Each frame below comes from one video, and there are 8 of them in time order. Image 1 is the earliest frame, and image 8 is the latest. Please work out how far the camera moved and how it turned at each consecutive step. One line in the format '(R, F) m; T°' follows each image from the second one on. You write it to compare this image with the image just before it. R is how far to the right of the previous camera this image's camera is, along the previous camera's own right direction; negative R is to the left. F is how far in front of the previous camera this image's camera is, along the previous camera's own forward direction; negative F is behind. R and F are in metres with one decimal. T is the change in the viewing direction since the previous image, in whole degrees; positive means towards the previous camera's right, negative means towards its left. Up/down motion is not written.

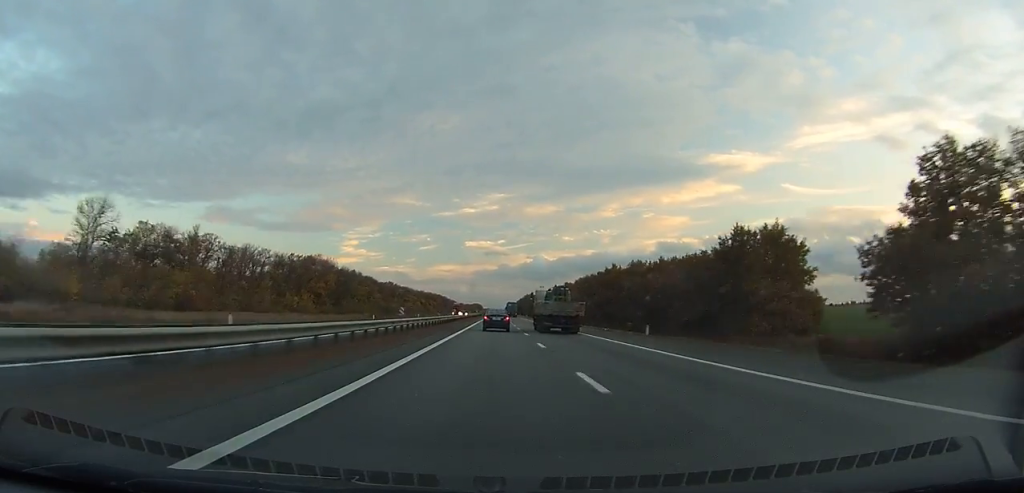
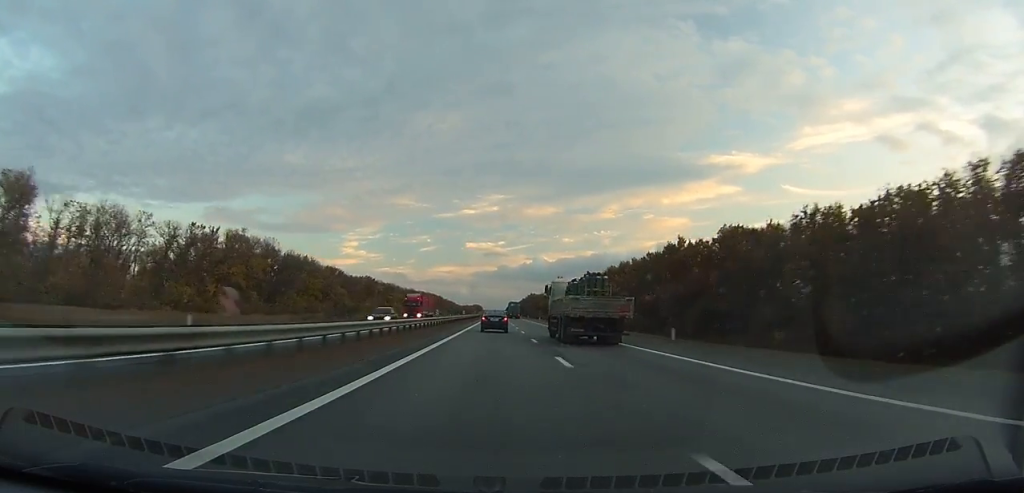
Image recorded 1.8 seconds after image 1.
(0.0, +54.7) m; 0°
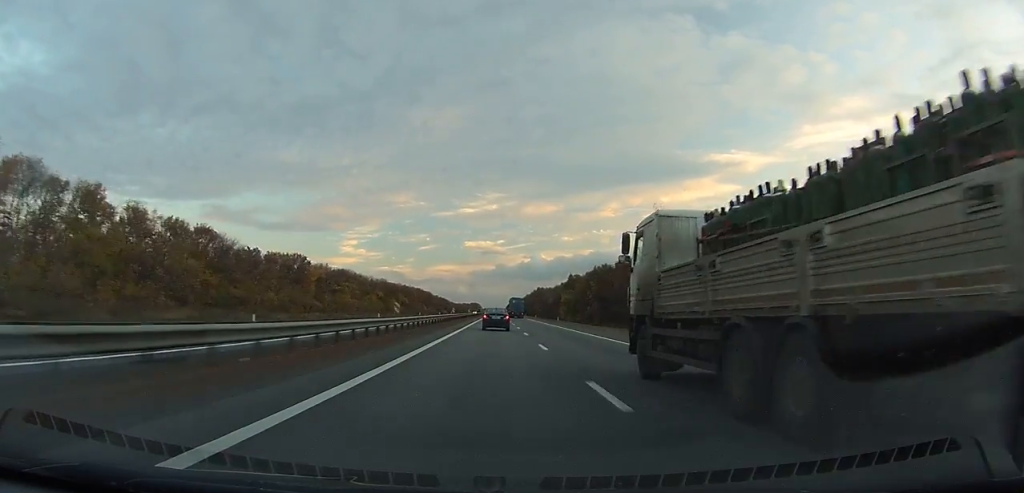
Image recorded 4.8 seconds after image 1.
(-0.4, +92.3) m; 0°
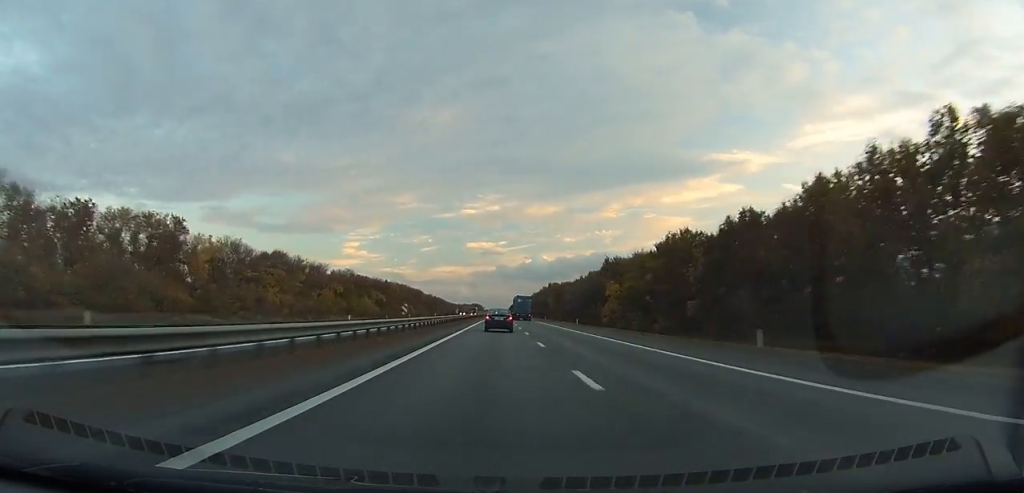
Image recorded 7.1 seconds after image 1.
(-0.2, +72.4) m; 0°
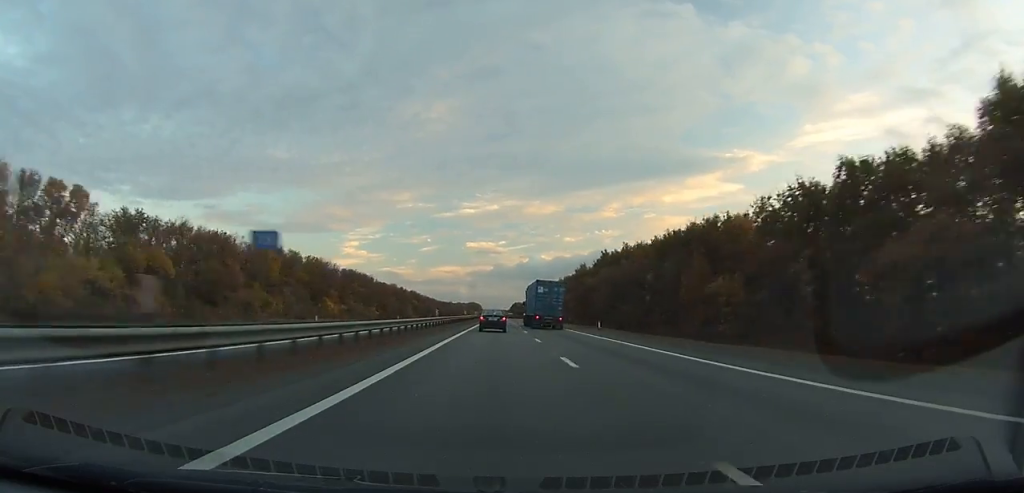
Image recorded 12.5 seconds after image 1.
(+0.2, +171.9) m; 0°
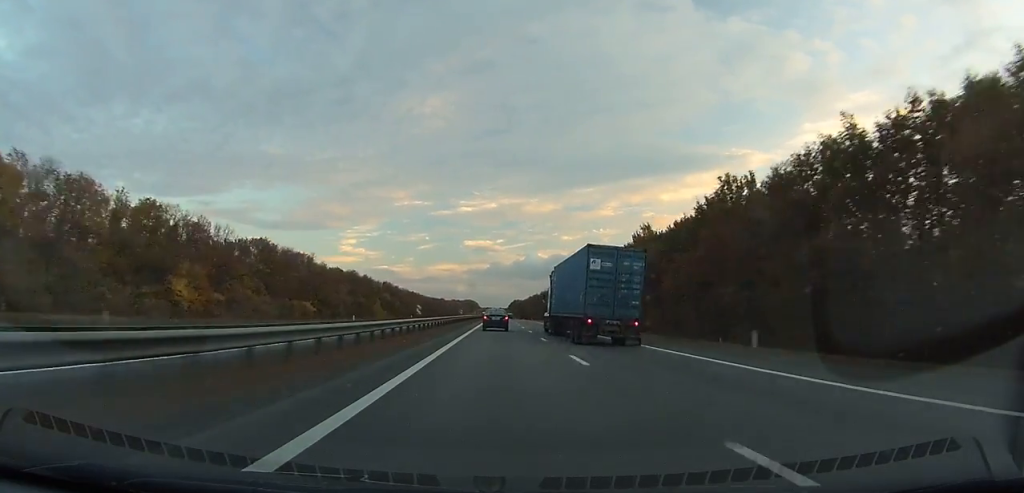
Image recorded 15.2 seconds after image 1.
(0.0, +88.2) m; 0°
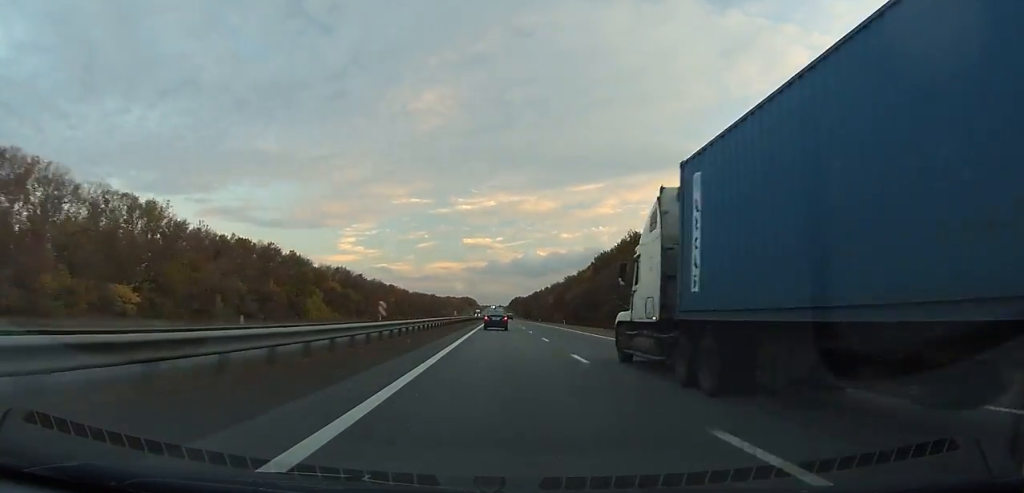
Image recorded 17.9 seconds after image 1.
(+0.1, +87.3) m; 0°
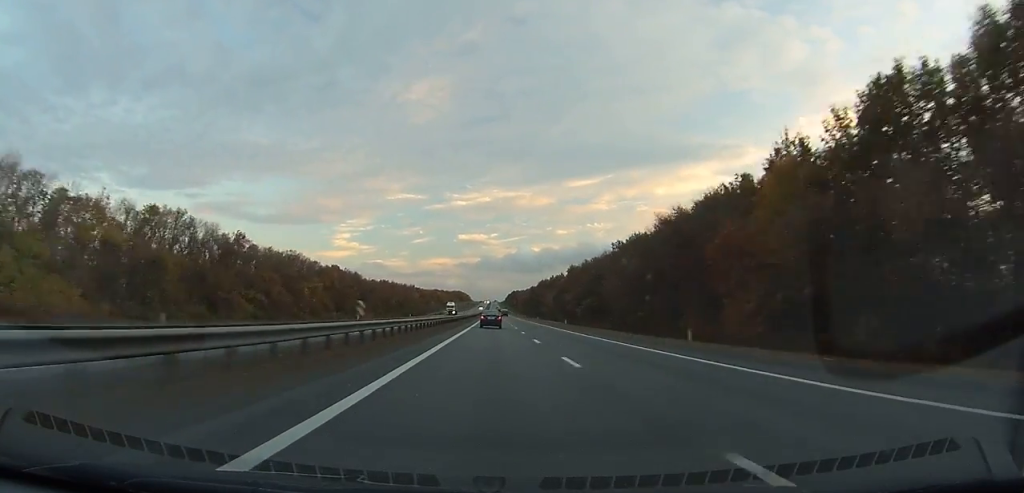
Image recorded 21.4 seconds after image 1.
(+0.1, +111.0) m; 0°
